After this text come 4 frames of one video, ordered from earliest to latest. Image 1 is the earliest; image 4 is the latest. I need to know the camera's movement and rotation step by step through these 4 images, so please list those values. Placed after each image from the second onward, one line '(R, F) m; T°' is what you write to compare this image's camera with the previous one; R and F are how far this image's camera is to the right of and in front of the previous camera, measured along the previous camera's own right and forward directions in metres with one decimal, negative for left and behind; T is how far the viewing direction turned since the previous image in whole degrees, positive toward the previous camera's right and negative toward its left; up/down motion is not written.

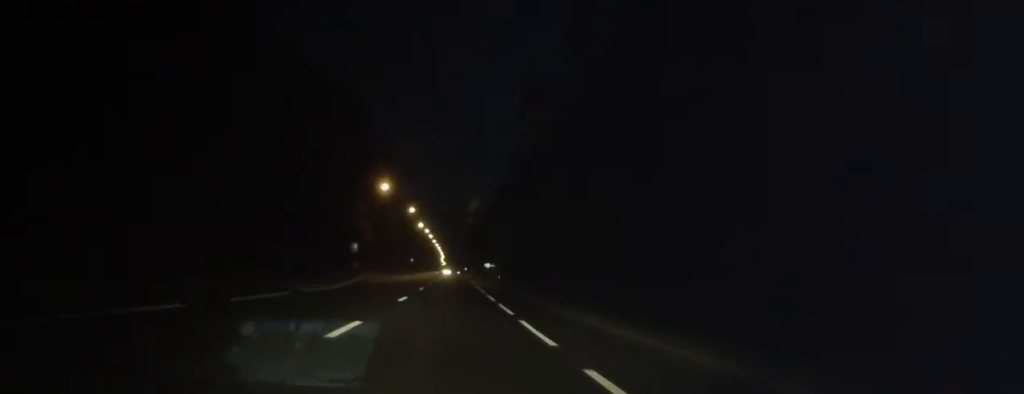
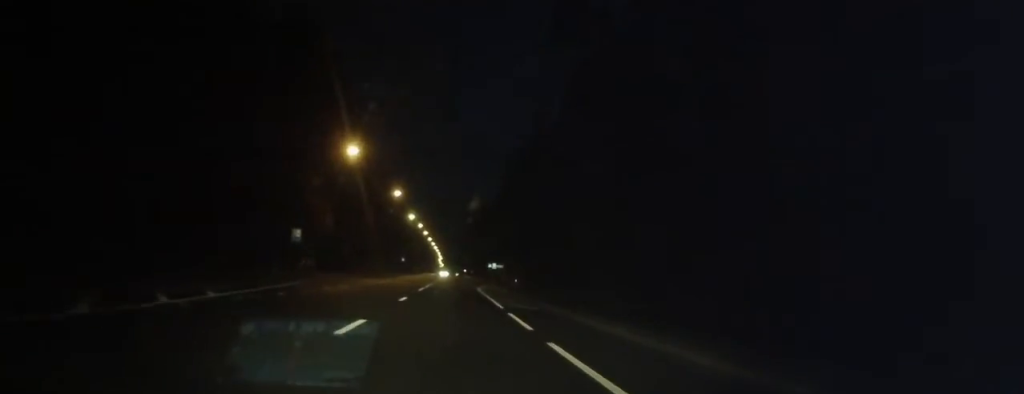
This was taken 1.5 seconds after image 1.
(-0.4, +23.4) m; -1°
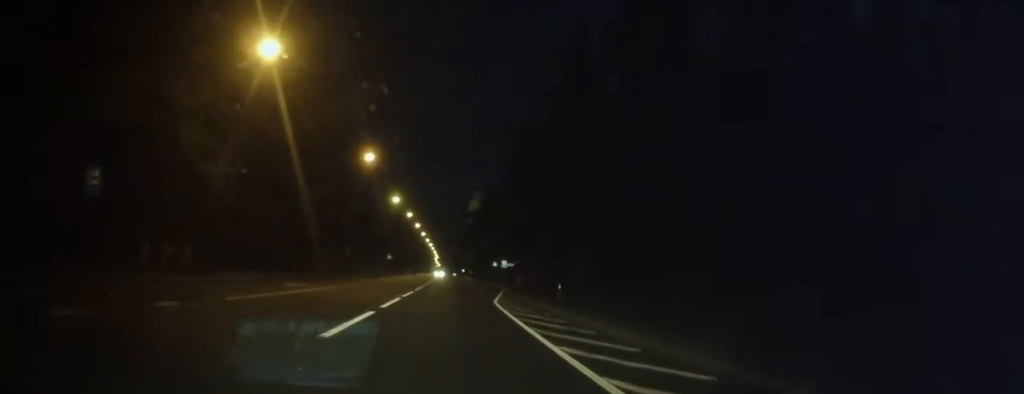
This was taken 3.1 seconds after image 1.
(+0.3, +24.3) m; +1°
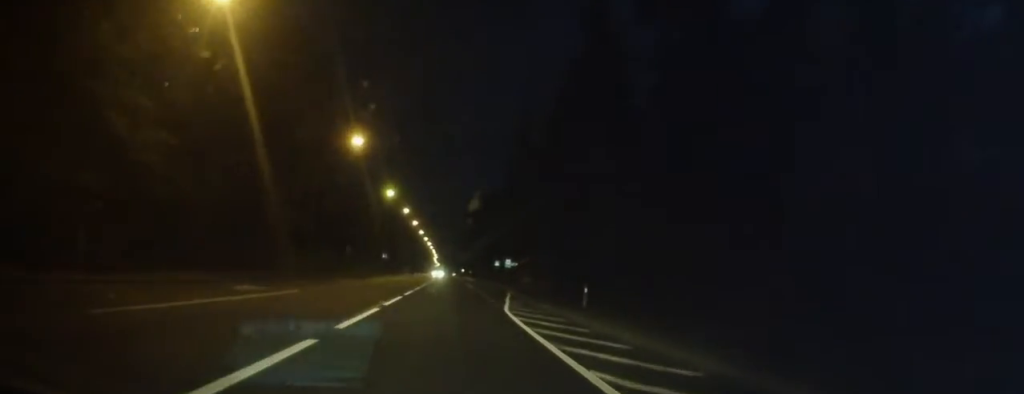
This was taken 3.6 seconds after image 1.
(-0.1, +6.7) m; 0°
